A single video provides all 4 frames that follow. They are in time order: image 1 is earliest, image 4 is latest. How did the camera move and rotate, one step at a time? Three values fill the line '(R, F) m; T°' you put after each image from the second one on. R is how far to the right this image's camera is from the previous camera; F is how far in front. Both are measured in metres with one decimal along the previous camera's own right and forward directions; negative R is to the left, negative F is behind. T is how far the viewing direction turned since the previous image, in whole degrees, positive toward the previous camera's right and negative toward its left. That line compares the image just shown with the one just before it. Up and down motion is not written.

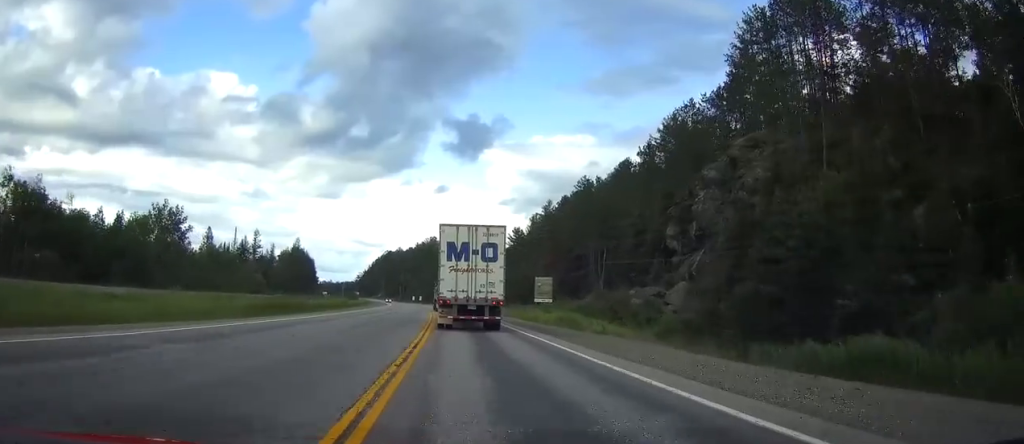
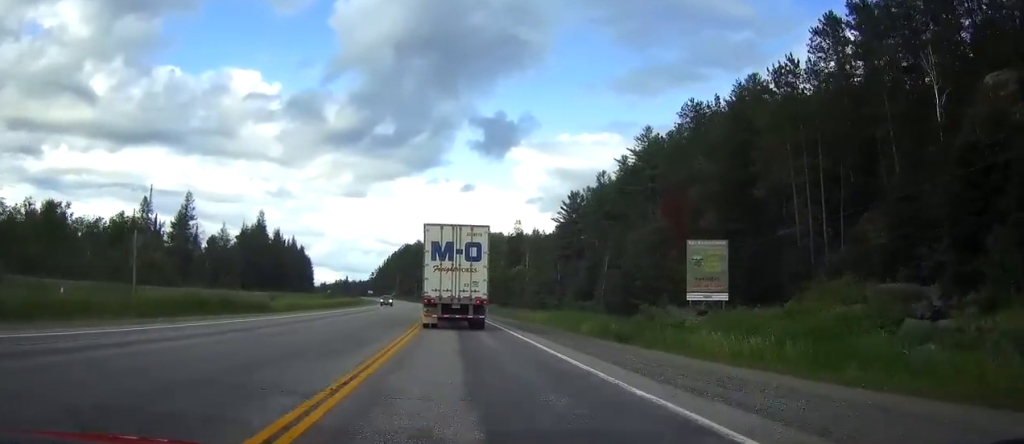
(-1.6, +70.1) m; -3°
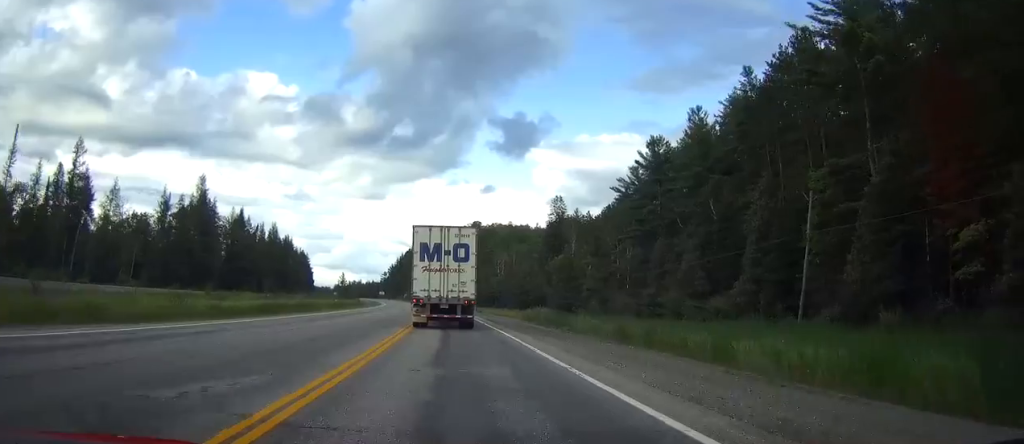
(-1.1, +51.6) m; -2°
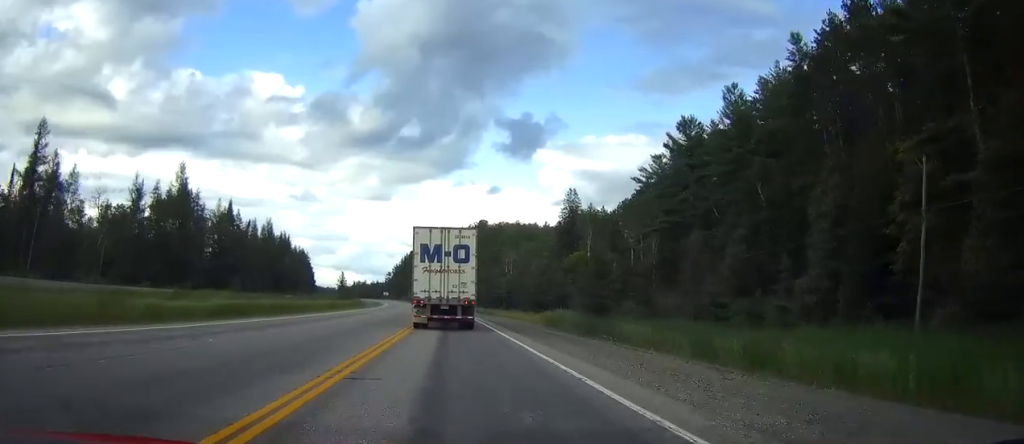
(0.0, +11.8) m; 0°
